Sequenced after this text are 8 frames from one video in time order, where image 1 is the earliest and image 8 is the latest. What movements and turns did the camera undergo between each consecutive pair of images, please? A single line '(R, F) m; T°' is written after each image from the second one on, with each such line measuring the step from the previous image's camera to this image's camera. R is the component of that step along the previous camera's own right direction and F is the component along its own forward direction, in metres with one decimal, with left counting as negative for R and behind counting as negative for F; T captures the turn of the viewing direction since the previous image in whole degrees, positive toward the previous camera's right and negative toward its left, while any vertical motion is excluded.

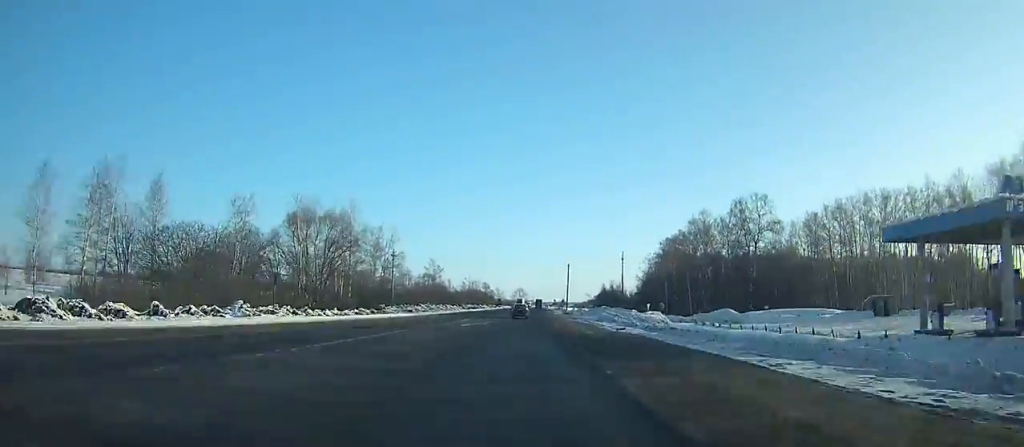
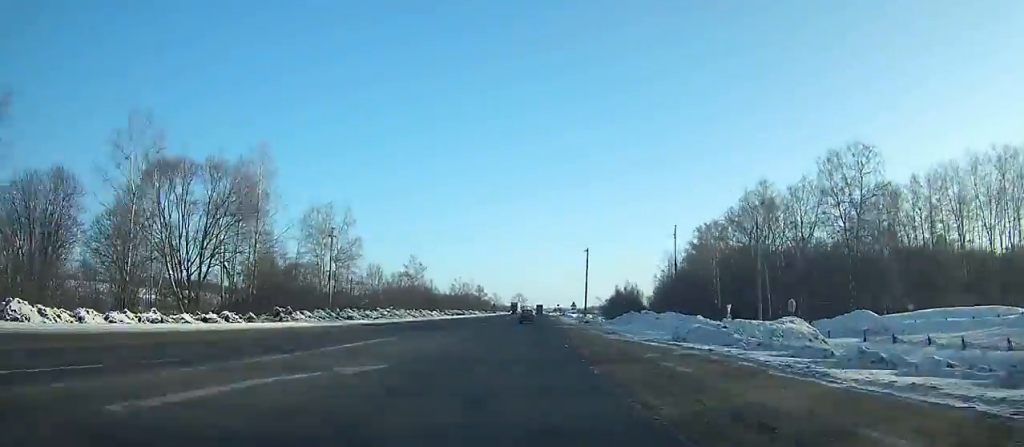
(-0.1, +31.9) m; 0°
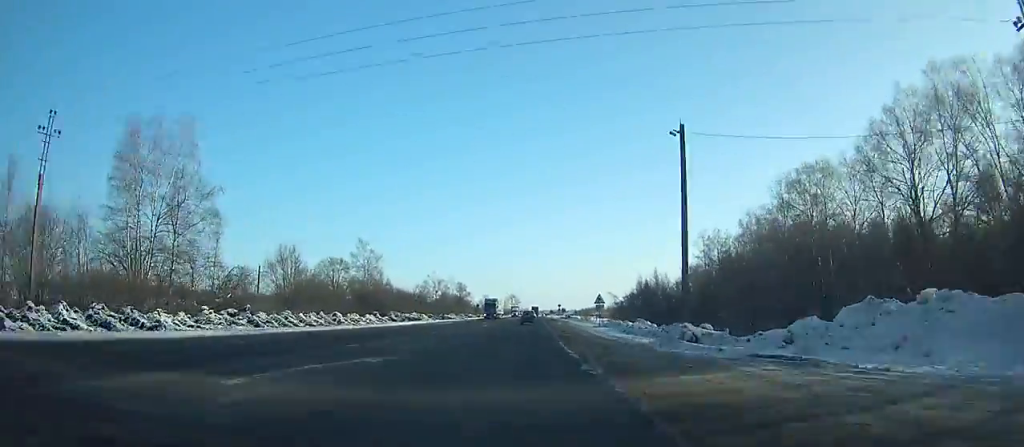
(+0.3, +44.1) m; +1°
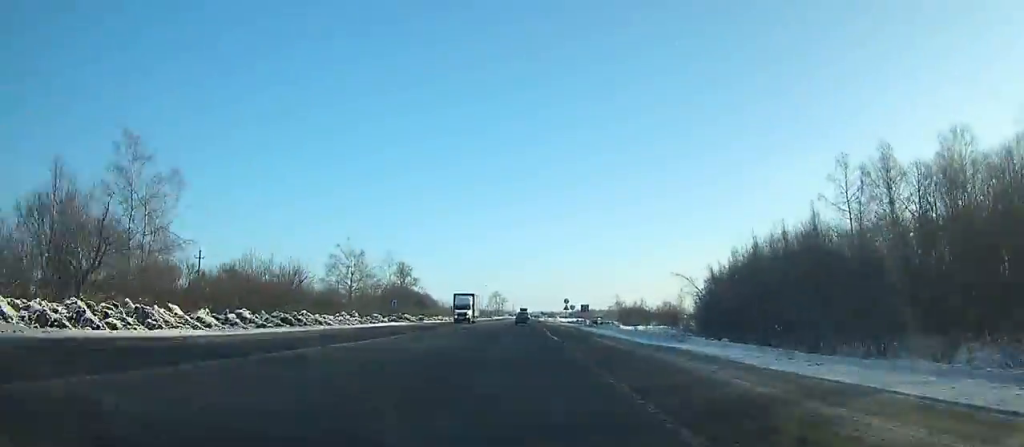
(+0.6, +70.5) m; +1°
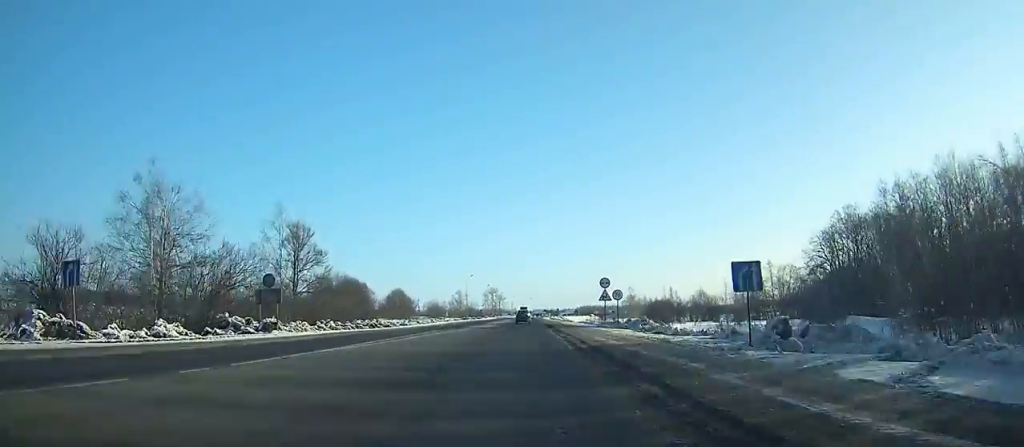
(+0.2, +50.3) m; 0°
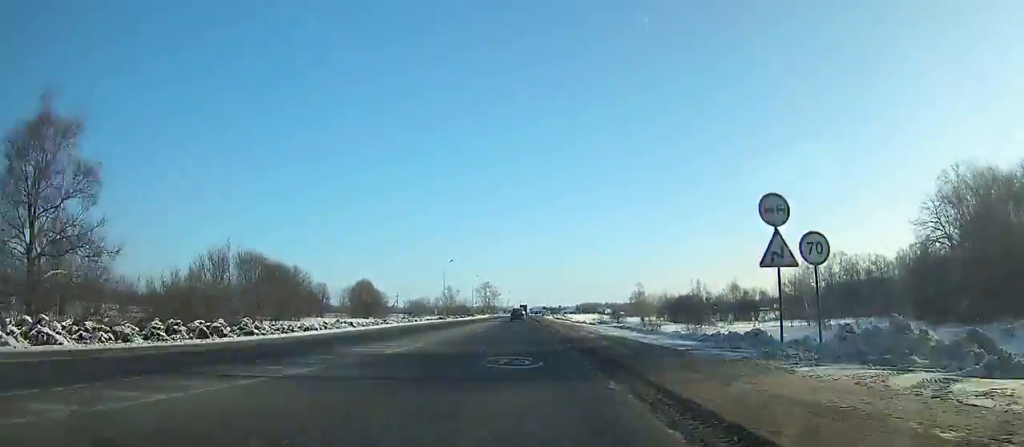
(0.0, +35.3) m; 0°
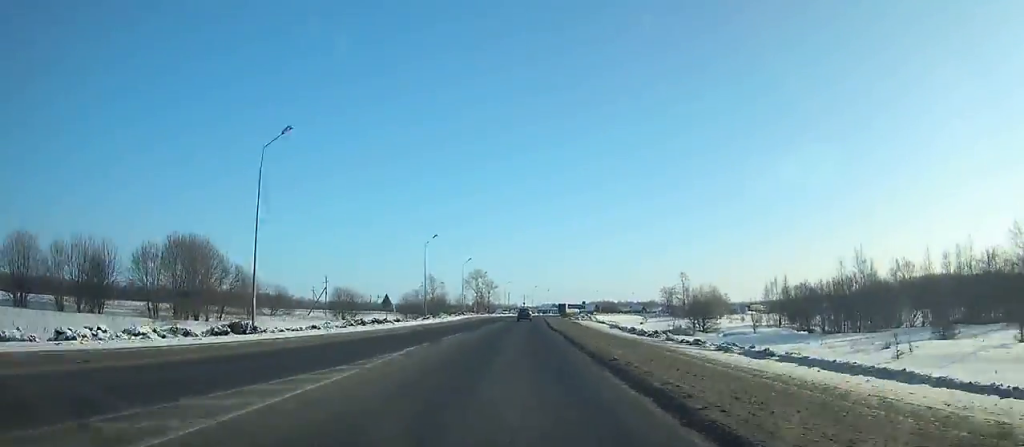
(-0.2, +80.4) m; 0°
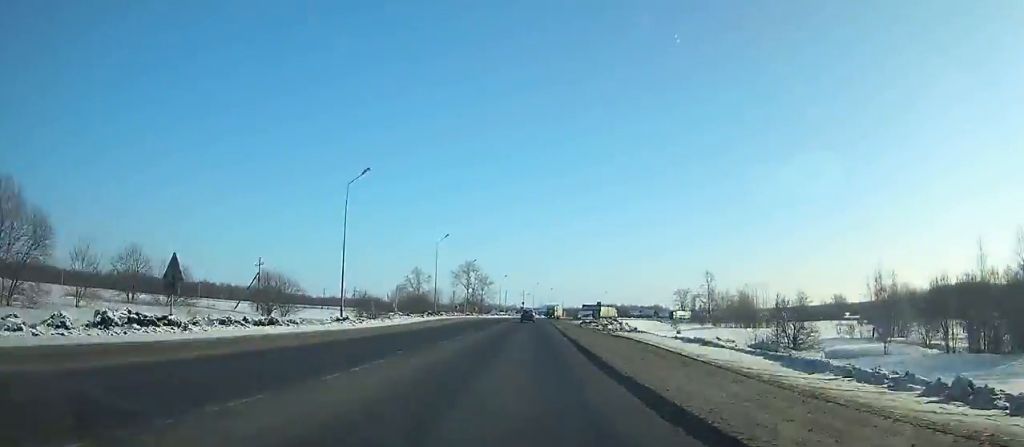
(+0.1, +33.2) m; +1°
